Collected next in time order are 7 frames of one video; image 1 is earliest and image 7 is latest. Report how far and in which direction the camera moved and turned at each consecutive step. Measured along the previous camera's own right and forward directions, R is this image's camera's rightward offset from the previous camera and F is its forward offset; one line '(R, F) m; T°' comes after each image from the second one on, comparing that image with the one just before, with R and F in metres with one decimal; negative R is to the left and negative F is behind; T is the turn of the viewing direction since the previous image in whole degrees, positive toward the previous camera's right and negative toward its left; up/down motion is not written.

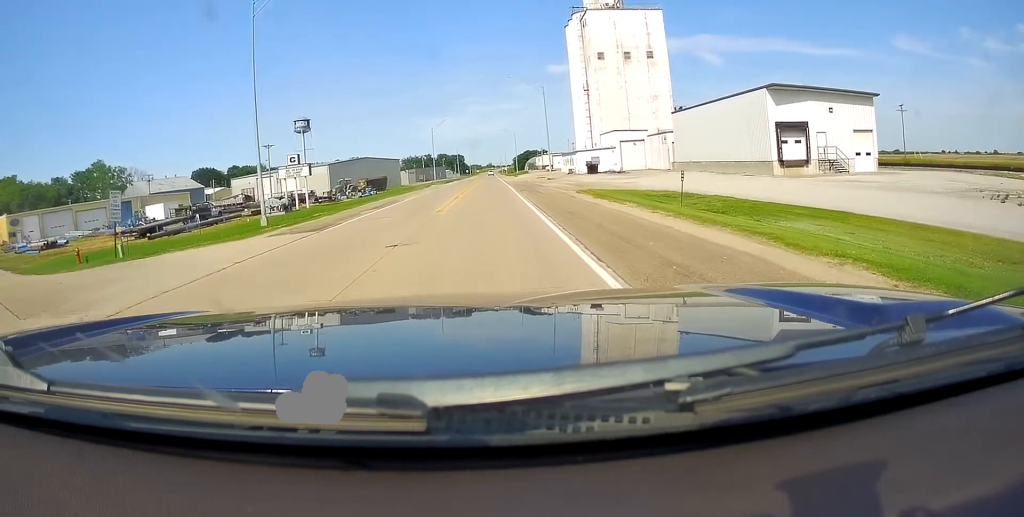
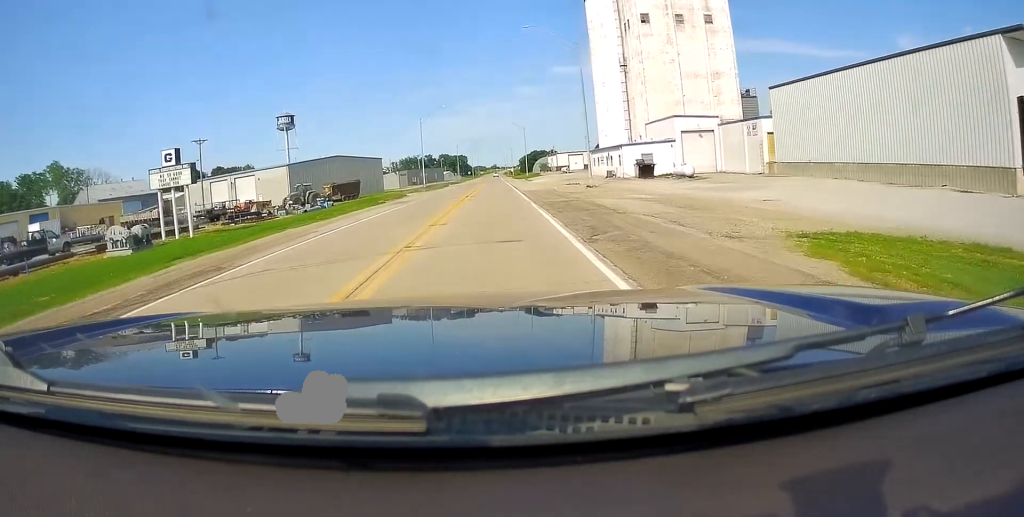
(-0.9, +26.9) m; 0°
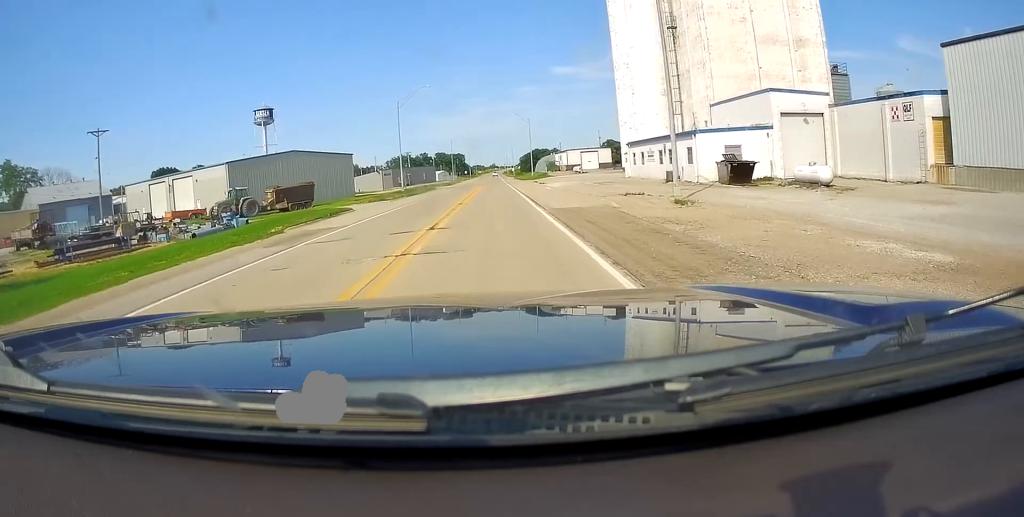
(+1.0, +22.2) m; +1°
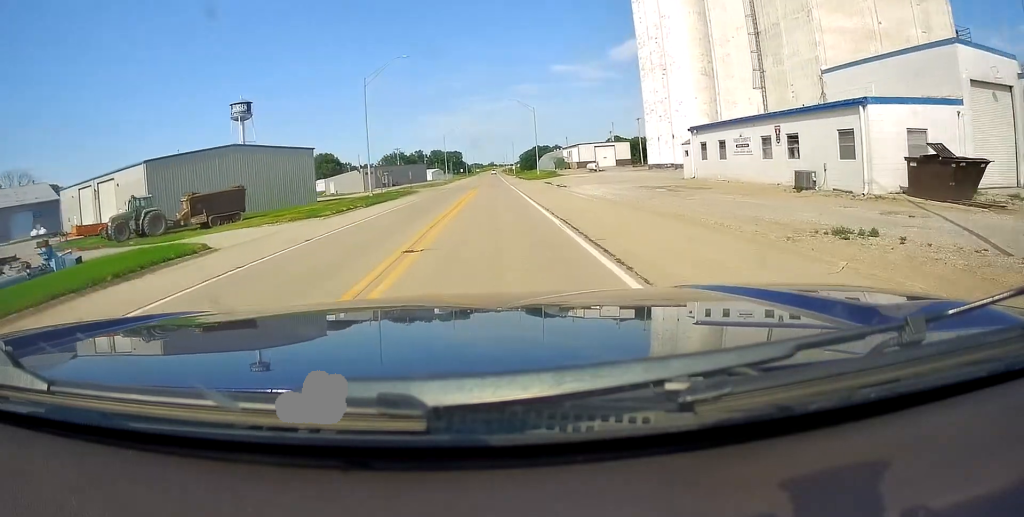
(-0.9, +18.1) m; -3°
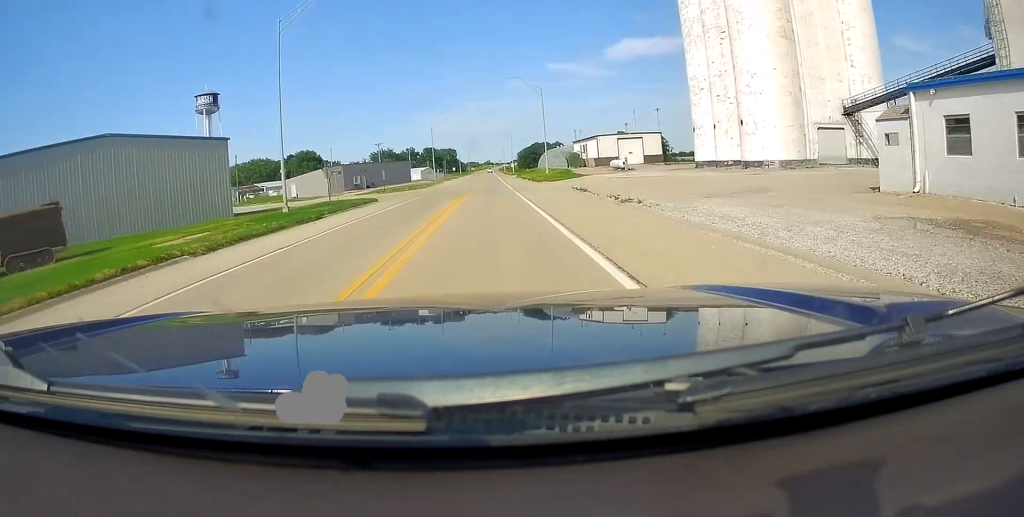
(+0.2, +21.8) m; +3°
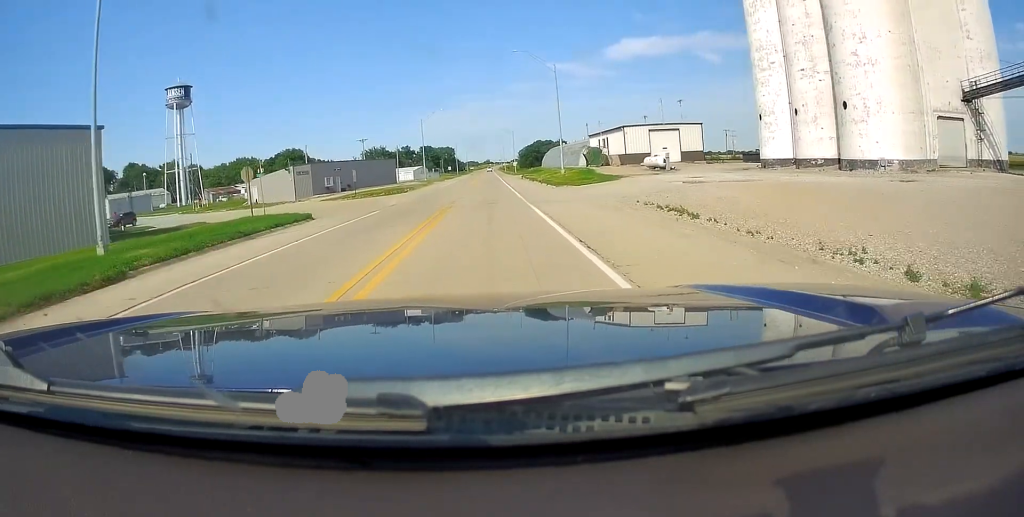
(+0.8, +17.0) m; 0°
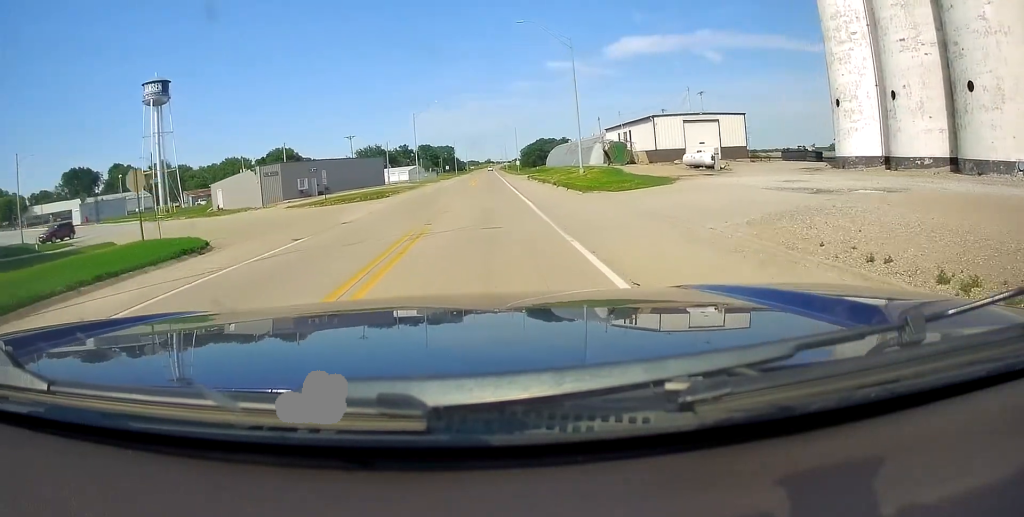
(-0.5, +12.0) m; -2°
